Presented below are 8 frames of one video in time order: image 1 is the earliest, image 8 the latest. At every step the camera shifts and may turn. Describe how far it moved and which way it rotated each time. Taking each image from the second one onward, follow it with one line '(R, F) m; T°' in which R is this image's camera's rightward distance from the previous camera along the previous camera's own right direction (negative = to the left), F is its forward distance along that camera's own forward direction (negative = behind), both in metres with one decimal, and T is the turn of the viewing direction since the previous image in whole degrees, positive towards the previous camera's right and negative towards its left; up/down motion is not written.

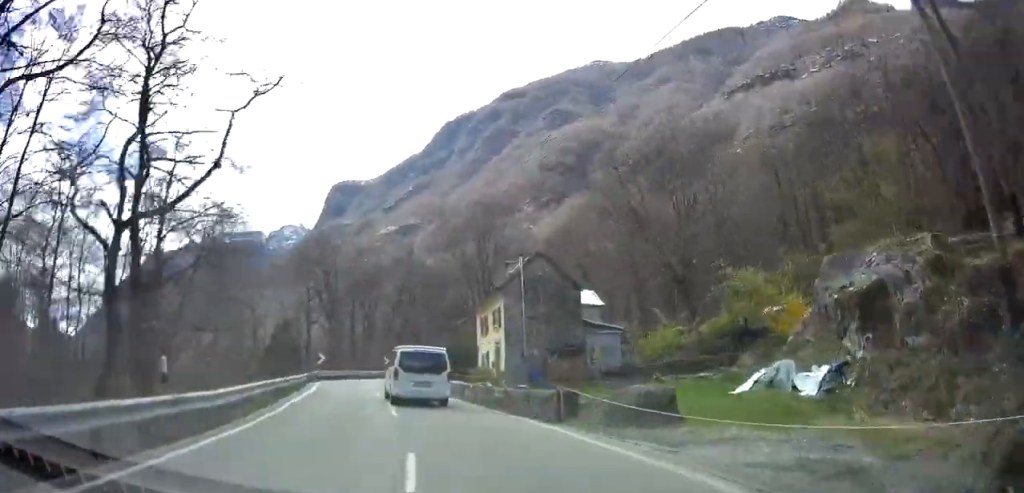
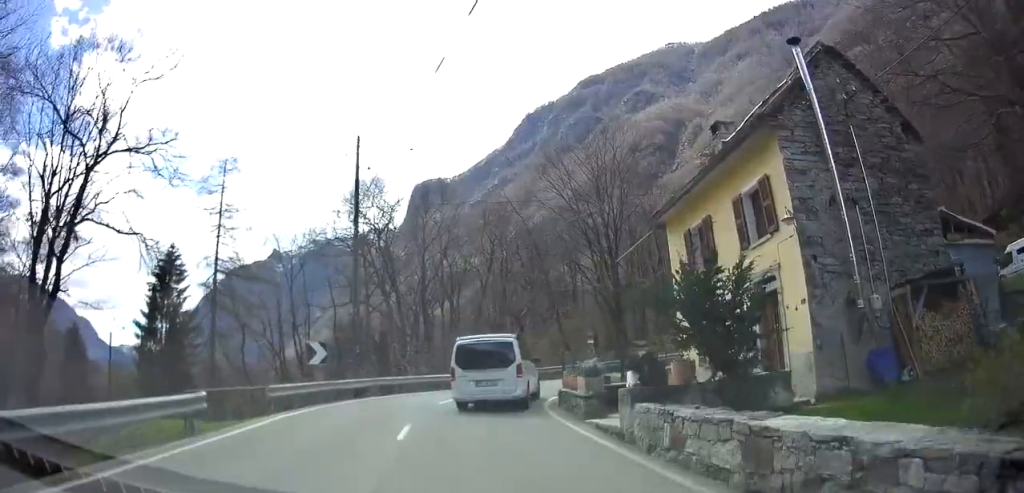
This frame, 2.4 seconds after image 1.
(-5.5, +23.4) m; -8°
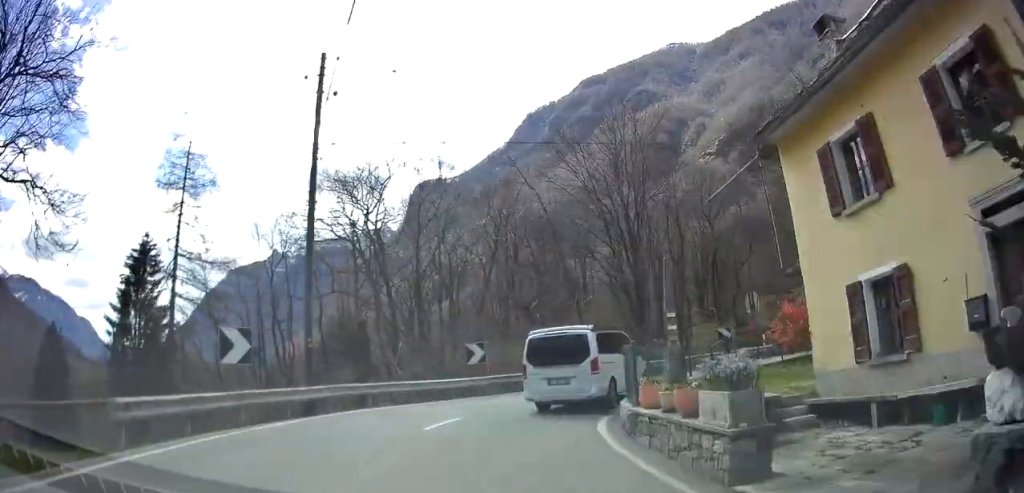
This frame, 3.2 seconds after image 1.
(+2.5, +6.7) m; +11°
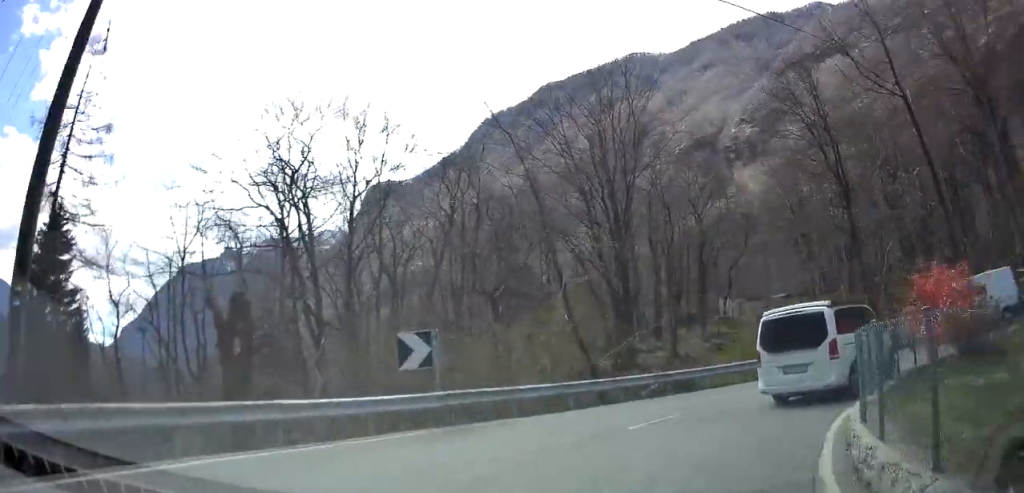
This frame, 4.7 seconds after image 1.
(-0.9, +10.4) m; +1°
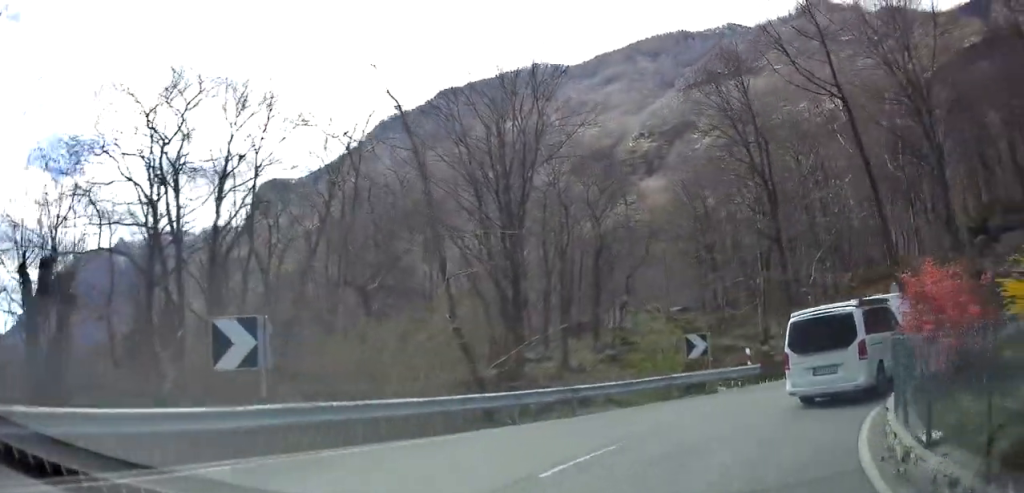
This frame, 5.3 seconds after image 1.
(-0.1, +3.8) m; +10°
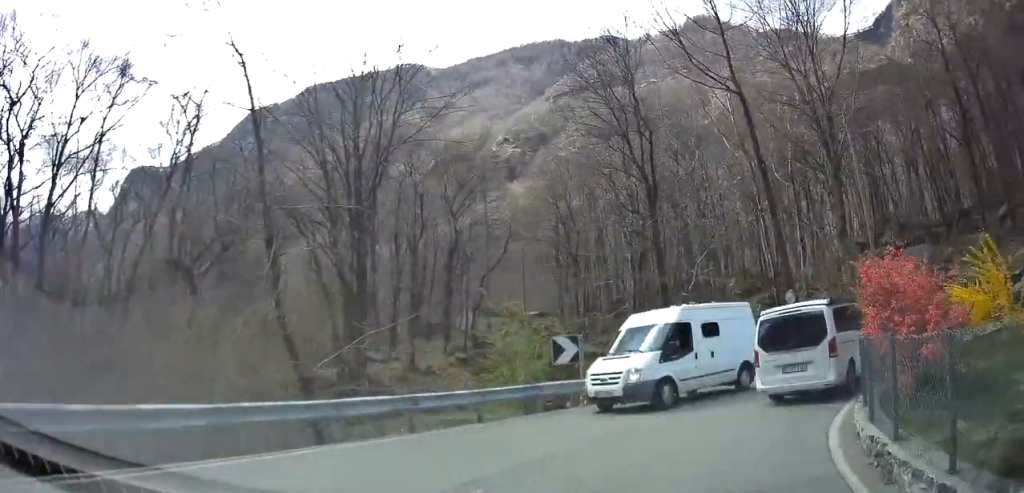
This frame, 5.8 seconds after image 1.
(+0.6, +2.9) m; +14°
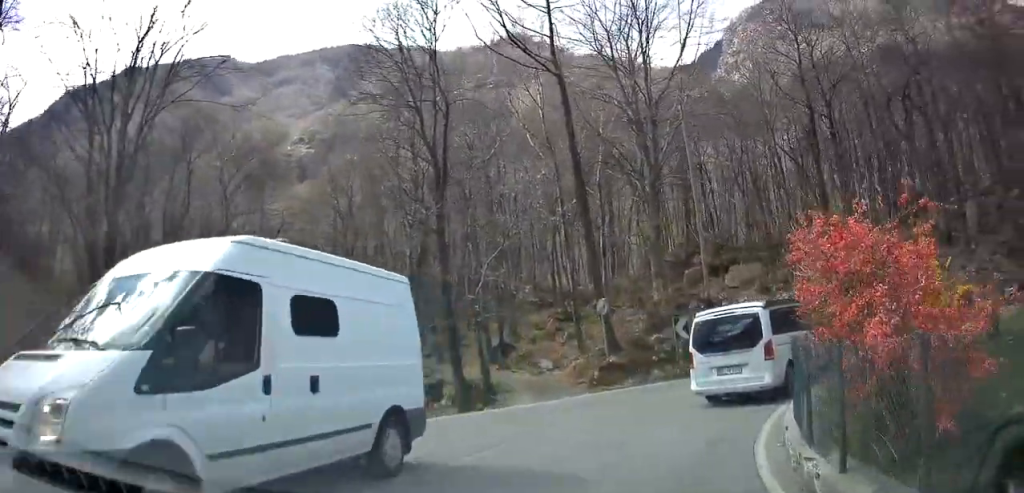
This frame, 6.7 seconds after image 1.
(+0.8, +4.0) m; +21°
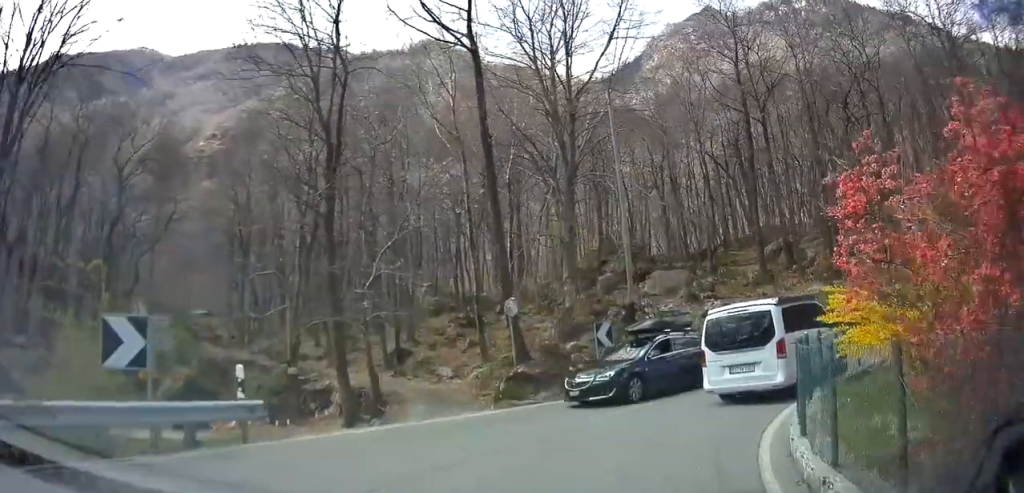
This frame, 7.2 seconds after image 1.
(+0.2, +2.5) m; +12°
